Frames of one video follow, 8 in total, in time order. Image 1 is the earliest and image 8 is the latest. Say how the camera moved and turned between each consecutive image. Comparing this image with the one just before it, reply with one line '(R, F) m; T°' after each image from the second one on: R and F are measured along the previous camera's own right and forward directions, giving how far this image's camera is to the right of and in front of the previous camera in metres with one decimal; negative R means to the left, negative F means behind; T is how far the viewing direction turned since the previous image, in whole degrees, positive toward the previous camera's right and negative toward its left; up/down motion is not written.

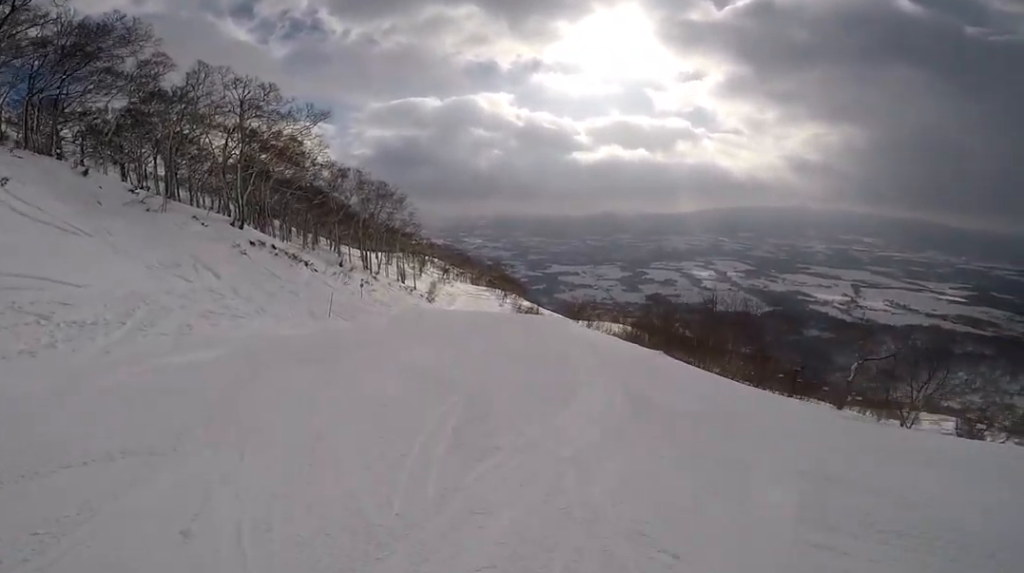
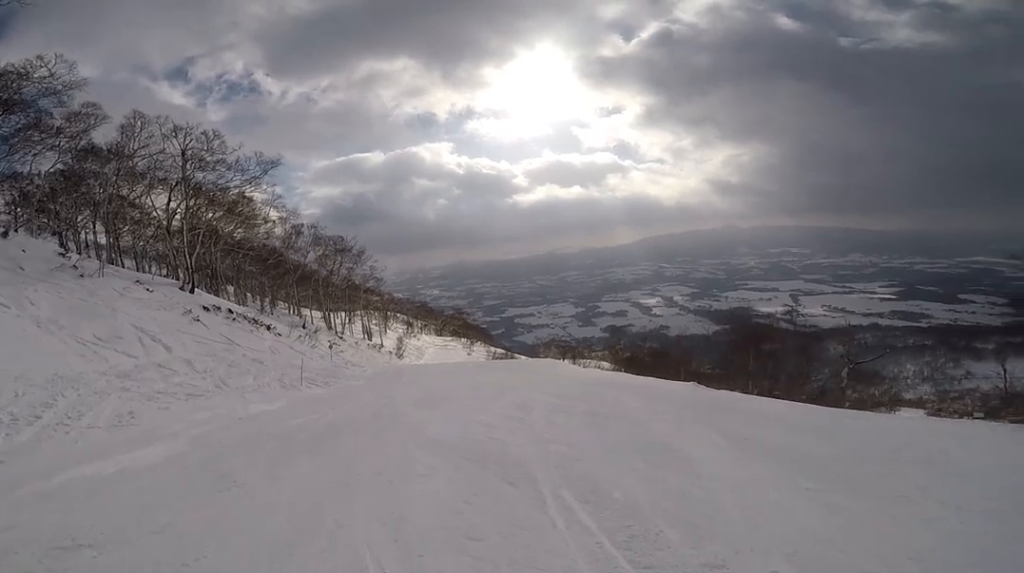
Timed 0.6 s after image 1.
(+0.2, +3.7) m; +11°
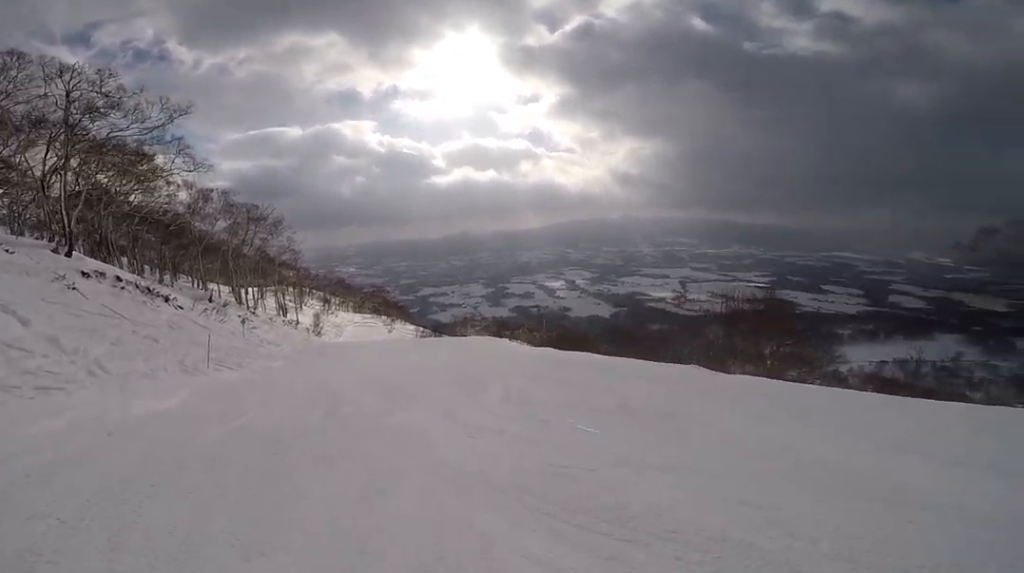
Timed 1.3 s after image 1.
(+0.1, +4.5) m; +18°
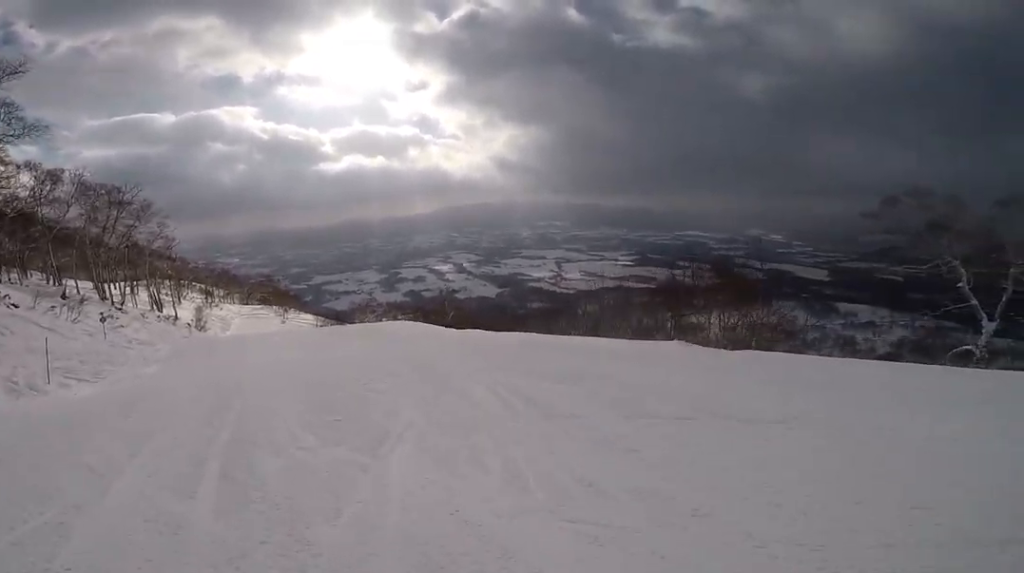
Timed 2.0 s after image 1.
(+1.2, +3.9) m; +5°
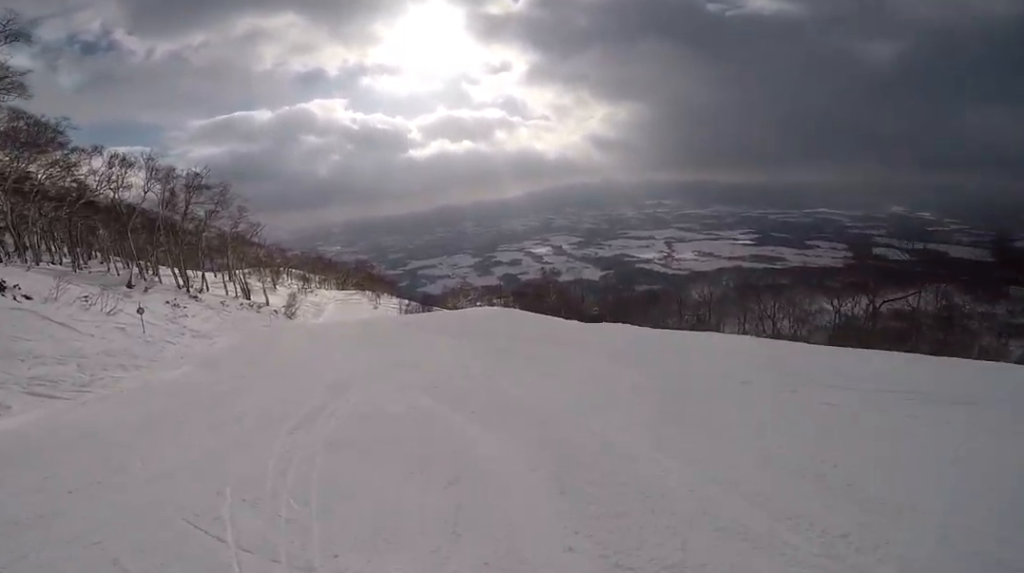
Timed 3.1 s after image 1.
(-0.1, +7.5) m; -10°
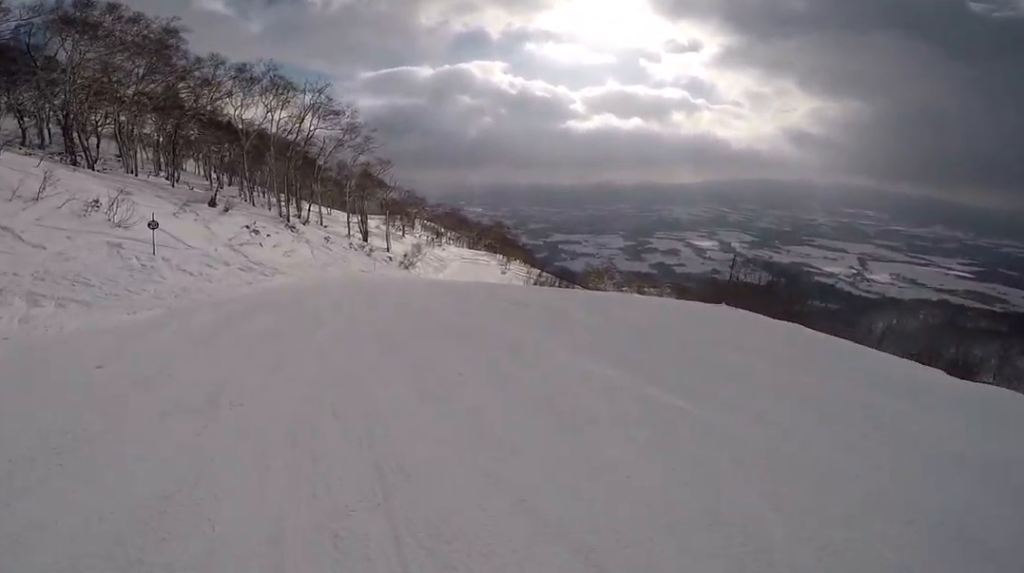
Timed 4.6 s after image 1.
(-2.5, +10.1) m; -26°
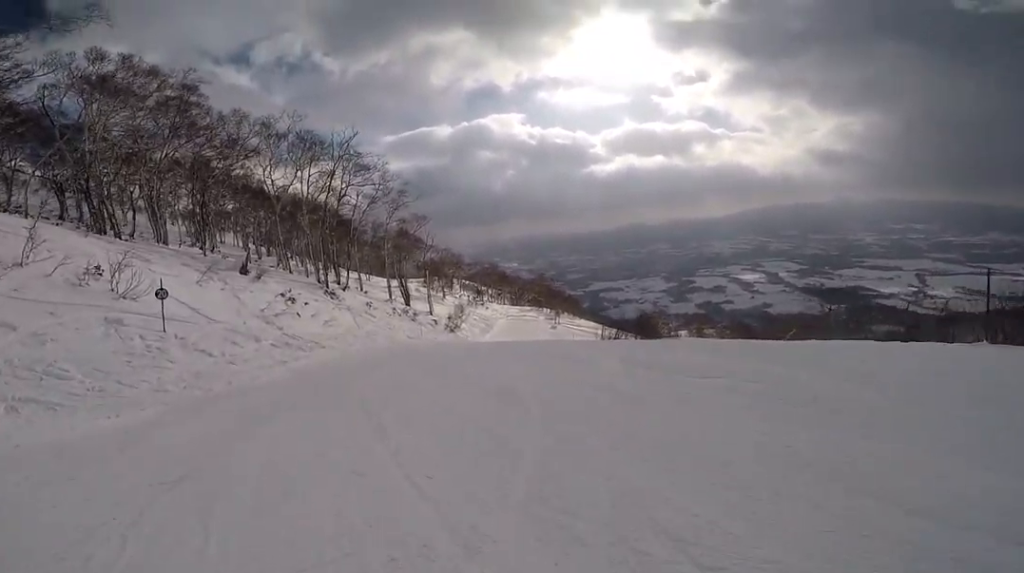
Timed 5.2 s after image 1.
(-1.1, +4.4) m; -1°
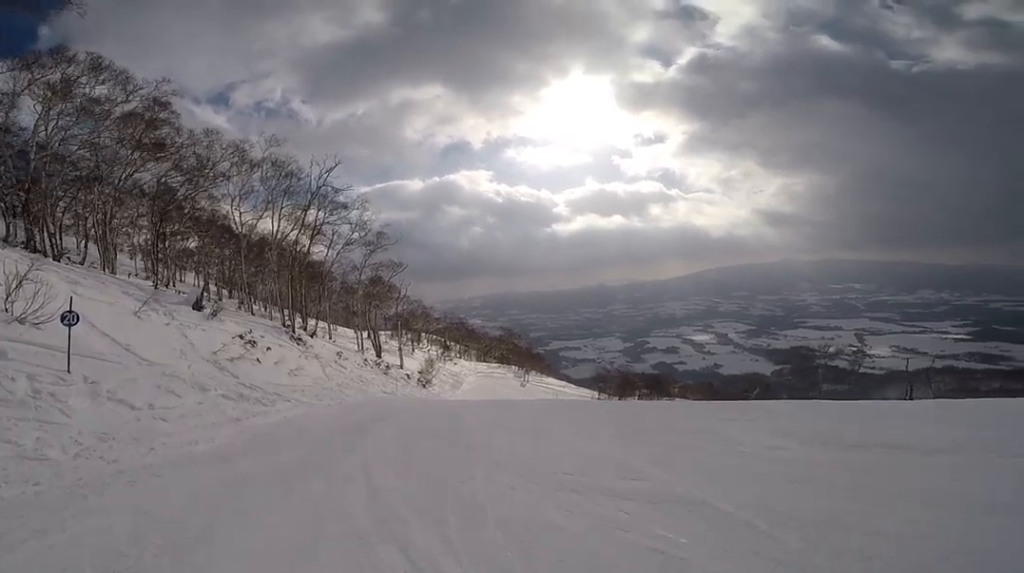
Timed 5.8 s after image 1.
(+0.6, +3.9) m; +10°
